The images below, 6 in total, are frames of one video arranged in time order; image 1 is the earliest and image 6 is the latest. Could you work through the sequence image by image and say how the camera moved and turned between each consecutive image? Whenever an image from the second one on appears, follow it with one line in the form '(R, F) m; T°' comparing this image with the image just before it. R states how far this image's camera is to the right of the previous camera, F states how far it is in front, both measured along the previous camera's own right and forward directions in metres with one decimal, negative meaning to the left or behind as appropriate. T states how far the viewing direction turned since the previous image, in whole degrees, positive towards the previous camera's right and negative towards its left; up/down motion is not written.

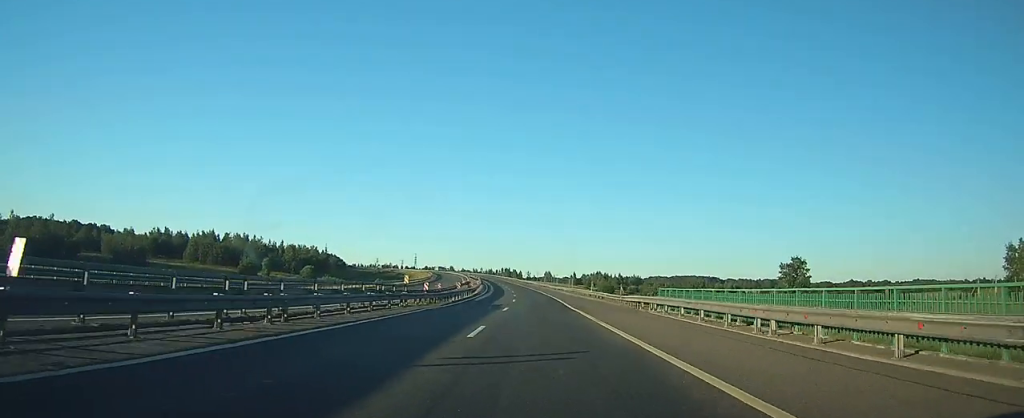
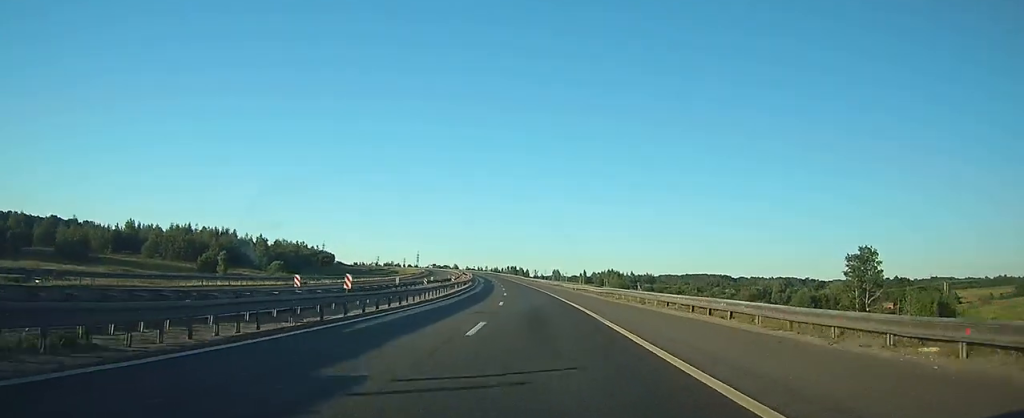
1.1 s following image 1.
(+0.1, +32.6) m; 0°
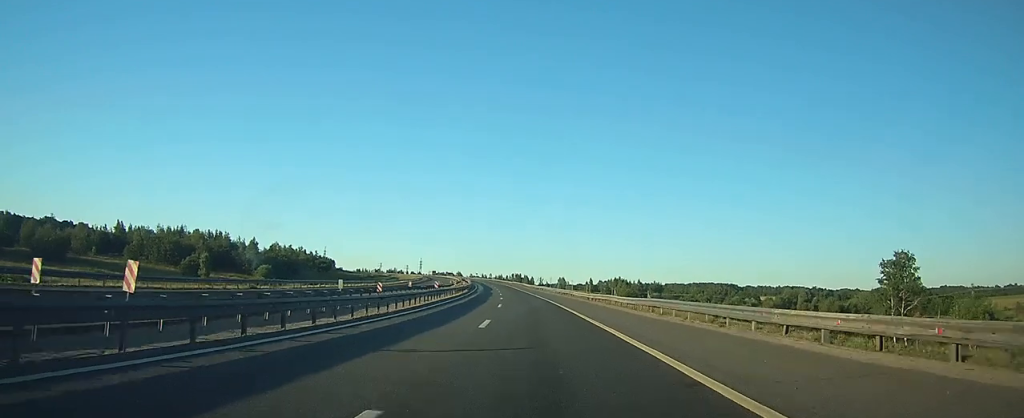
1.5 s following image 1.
(+0.1, +12.2) m; 0°
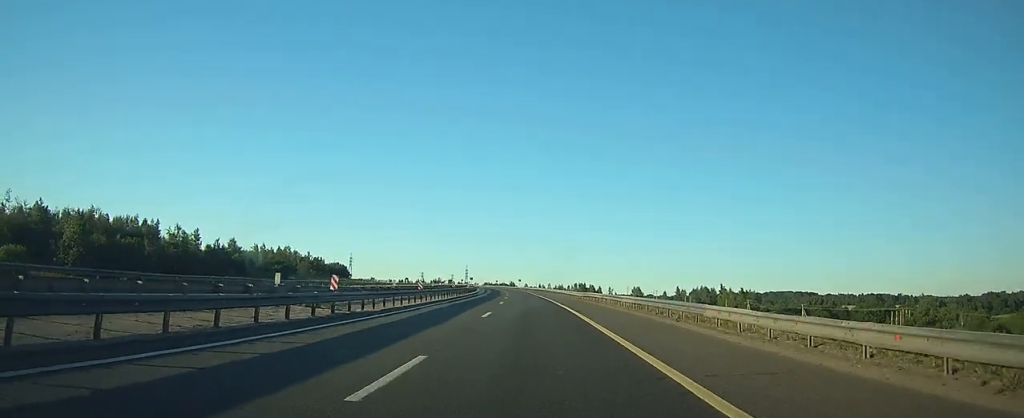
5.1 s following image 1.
(-4.9, +108.6) m; -5°
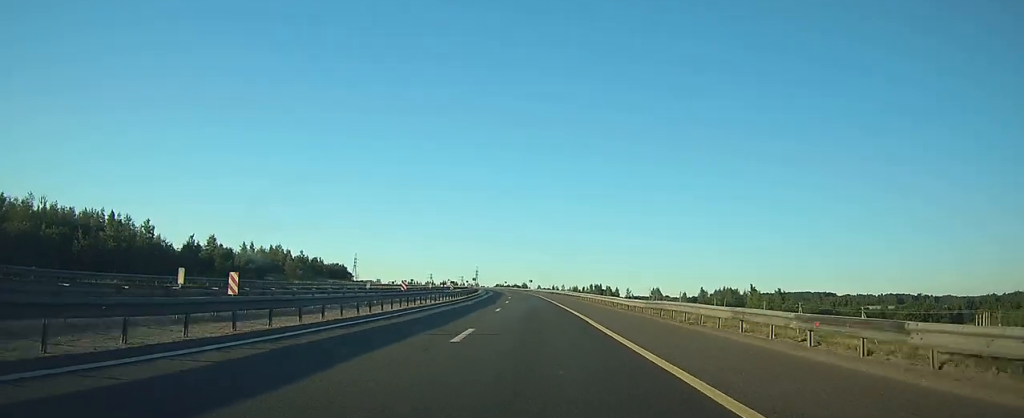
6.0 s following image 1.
(-0.3, +25.5) m; -1°
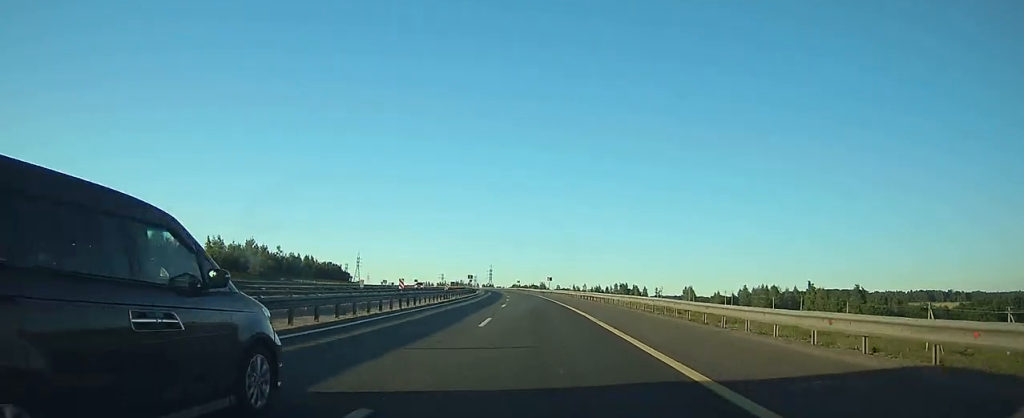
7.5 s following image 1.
(-1.0, +43.8) m; -3°
